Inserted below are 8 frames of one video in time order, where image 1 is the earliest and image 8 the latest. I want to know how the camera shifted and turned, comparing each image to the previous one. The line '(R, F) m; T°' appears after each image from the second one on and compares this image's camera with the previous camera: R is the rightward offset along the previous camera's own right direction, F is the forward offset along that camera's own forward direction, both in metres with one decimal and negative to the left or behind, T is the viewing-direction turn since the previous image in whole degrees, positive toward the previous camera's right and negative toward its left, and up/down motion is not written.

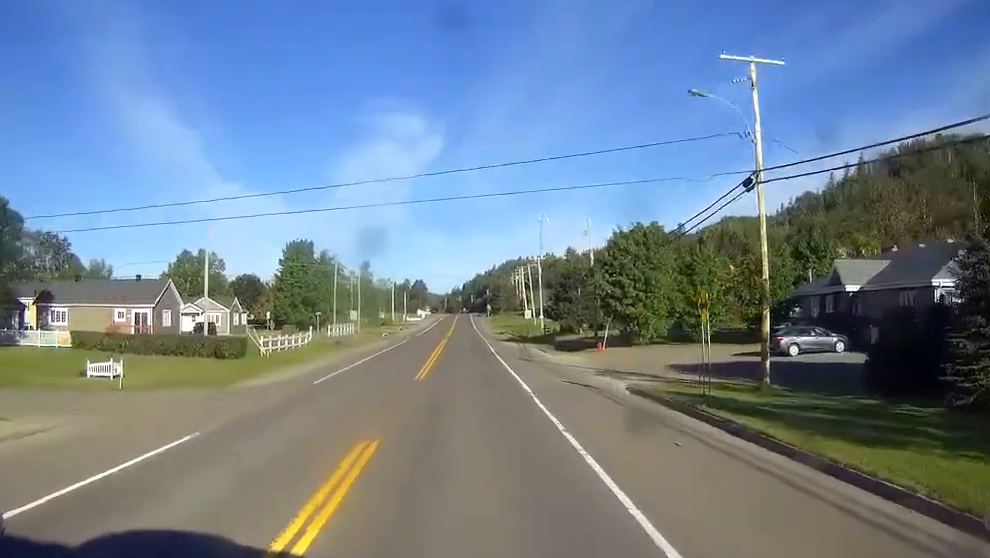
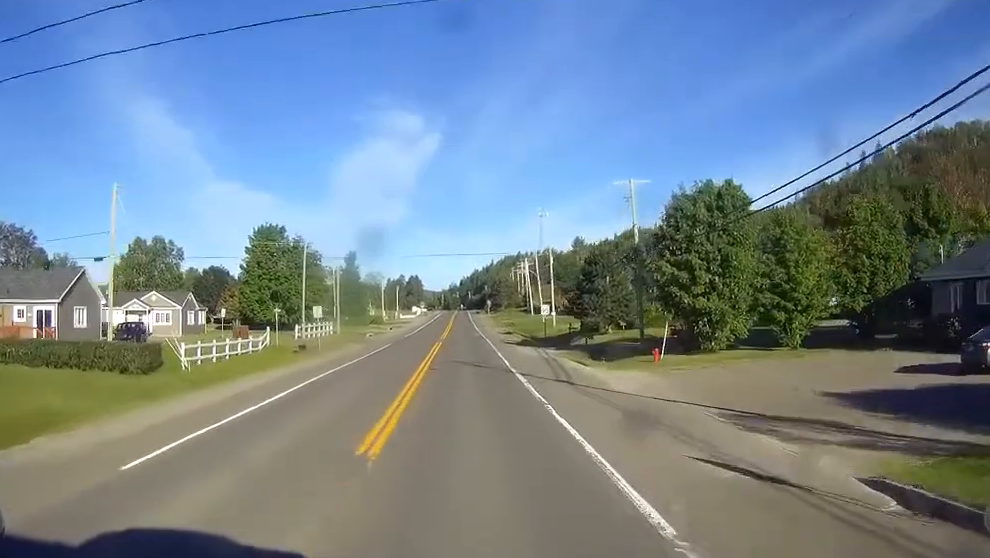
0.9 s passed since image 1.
(0.0, +18.5) m; +1°
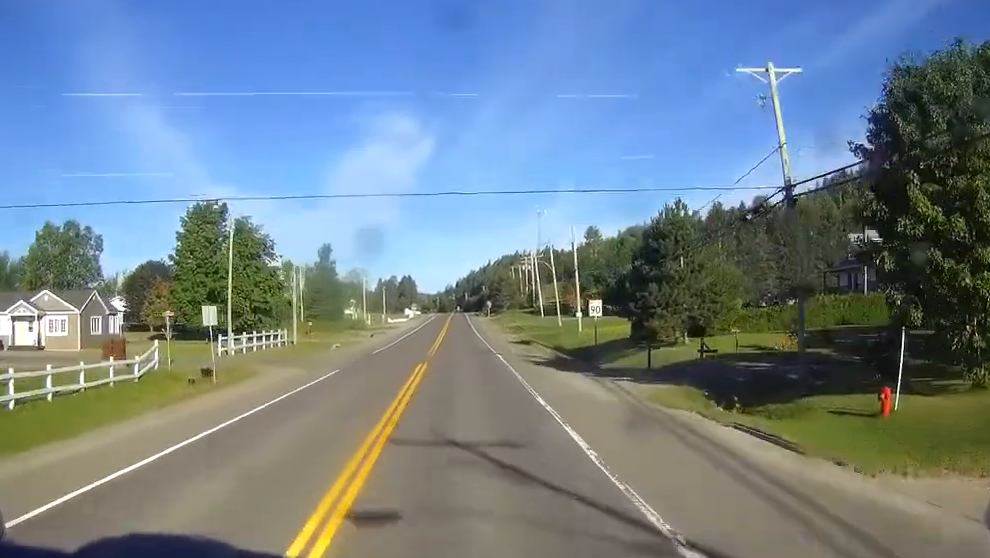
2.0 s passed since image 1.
(+0.3, +25.1) m; +1°
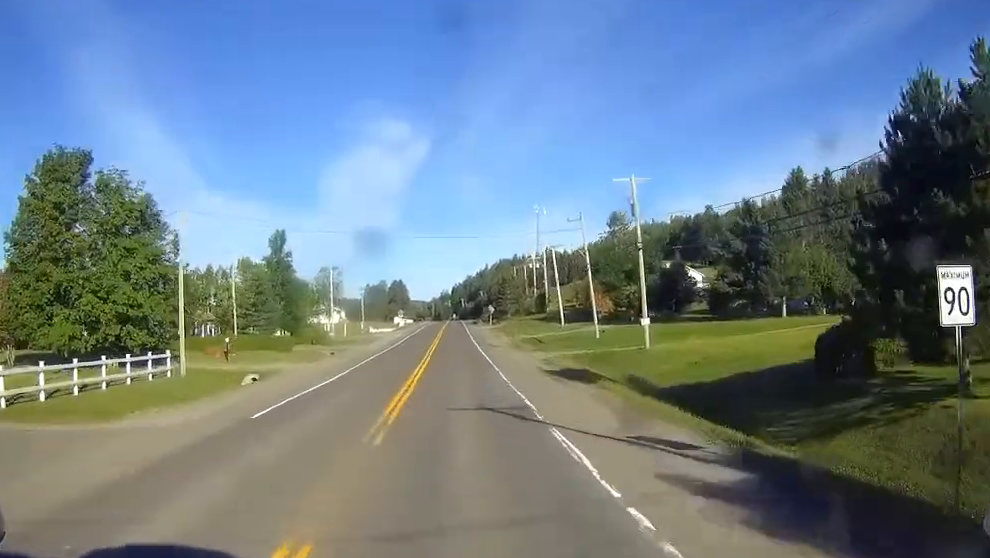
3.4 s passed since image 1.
(0.0, +30.5) m; 0°
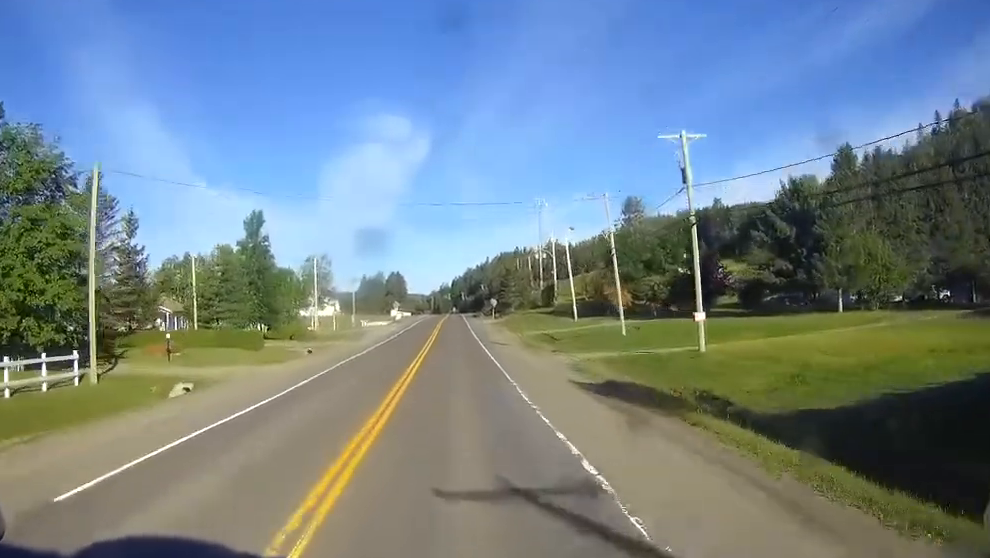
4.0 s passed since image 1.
(0.0, +11.8) m; 0°
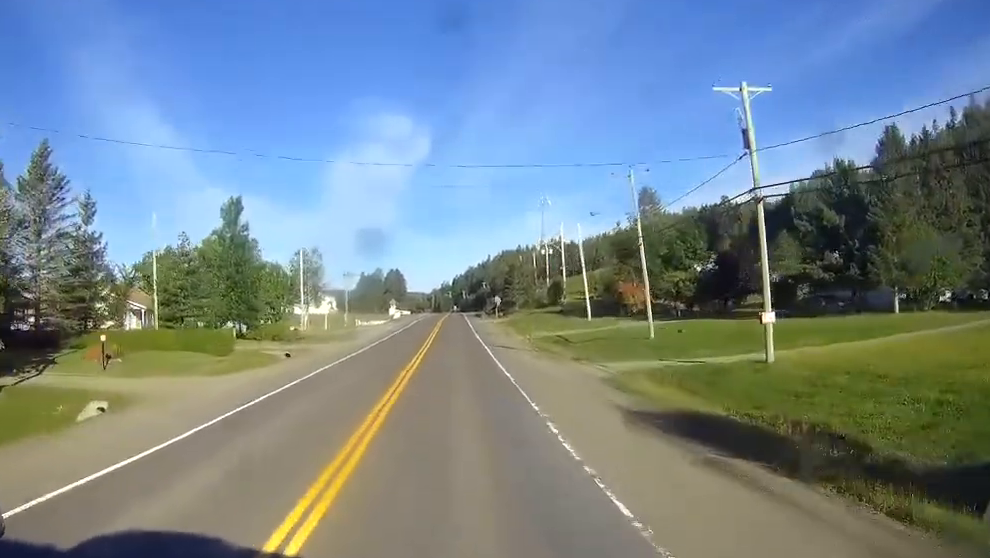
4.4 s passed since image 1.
(0.0, +8.9) m; 0°
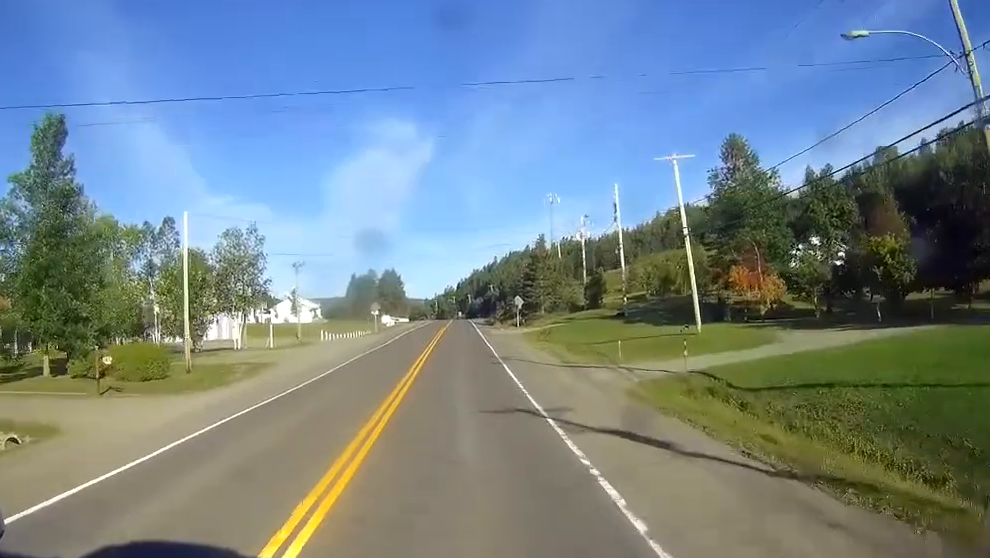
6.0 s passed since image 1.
(0.0, +37.0) m; 0°
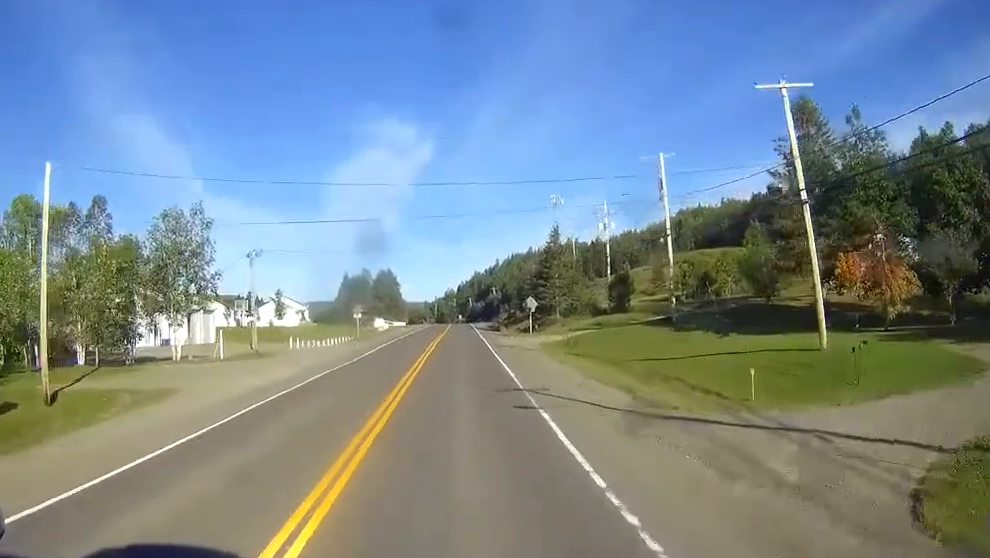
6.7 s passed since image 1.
(0.0, +16.9) m; 0°
